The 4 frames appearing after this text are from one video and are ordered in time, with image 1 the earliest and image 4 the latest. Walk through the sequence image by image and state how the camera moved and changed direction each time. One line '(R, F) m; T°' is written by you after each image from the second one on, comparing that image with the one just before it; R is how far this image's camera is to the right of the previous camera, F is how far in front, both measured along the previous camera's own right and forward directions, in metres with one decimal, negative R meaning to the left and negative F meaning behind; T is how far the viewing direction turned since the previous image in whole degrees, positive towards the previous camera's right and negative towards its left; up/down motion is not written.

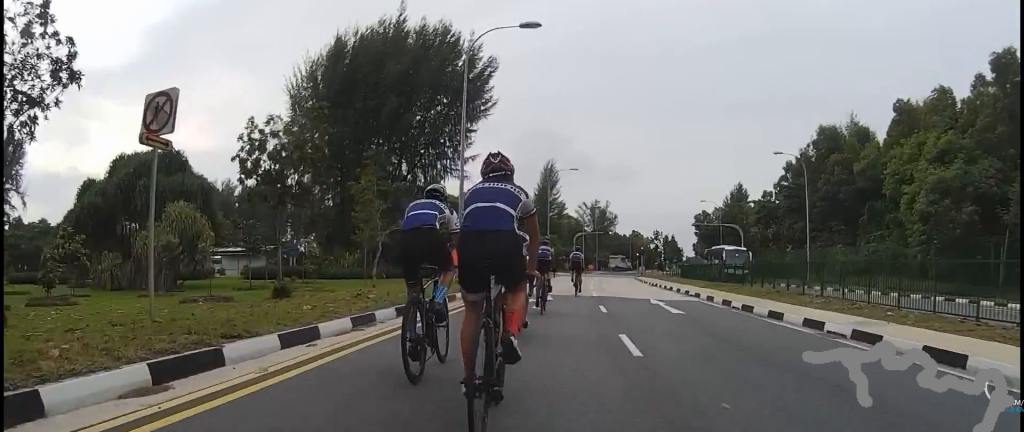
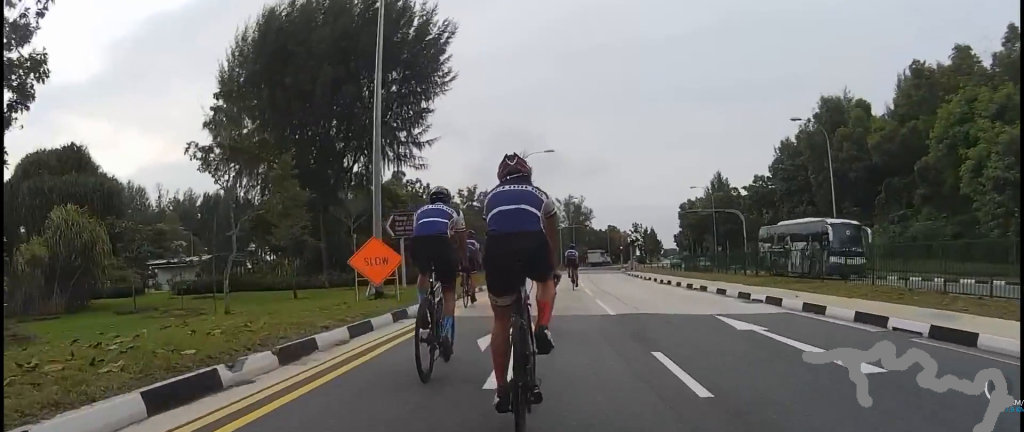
(-0.4, +8.4) m; -2°
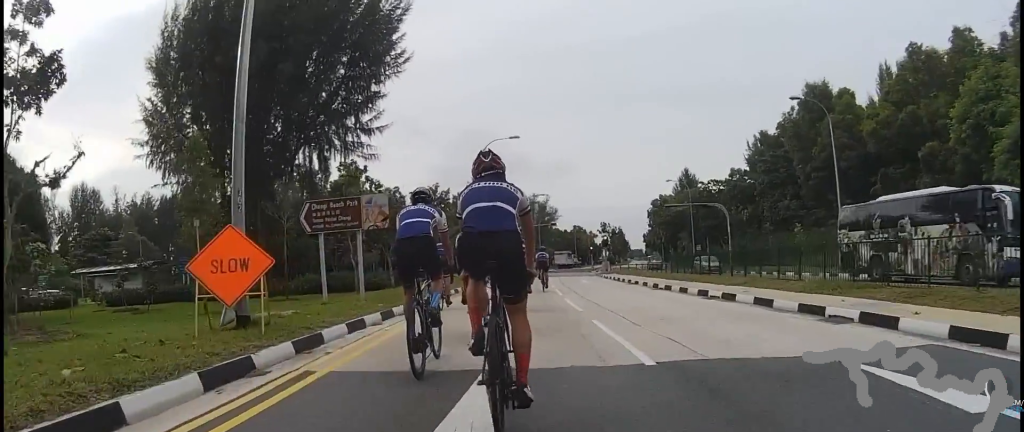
(+0.1, +4.8) m; 0°
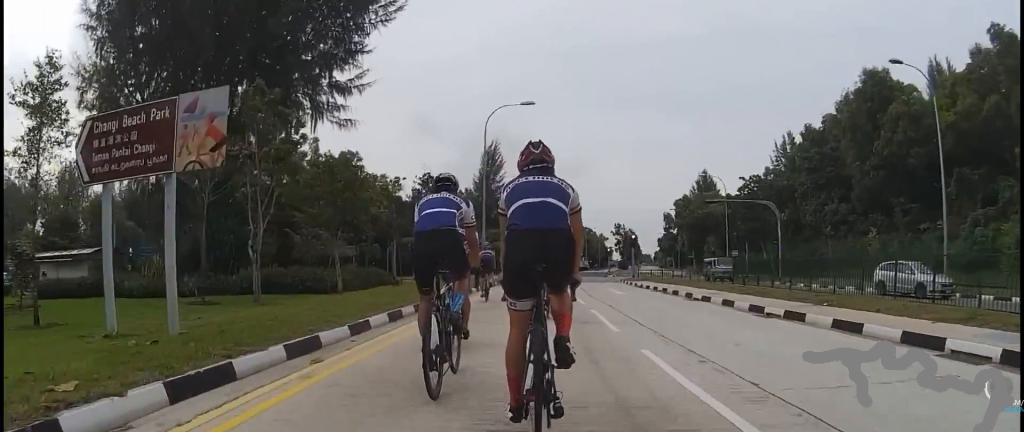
(-0.2, +8.1) m; -2°
